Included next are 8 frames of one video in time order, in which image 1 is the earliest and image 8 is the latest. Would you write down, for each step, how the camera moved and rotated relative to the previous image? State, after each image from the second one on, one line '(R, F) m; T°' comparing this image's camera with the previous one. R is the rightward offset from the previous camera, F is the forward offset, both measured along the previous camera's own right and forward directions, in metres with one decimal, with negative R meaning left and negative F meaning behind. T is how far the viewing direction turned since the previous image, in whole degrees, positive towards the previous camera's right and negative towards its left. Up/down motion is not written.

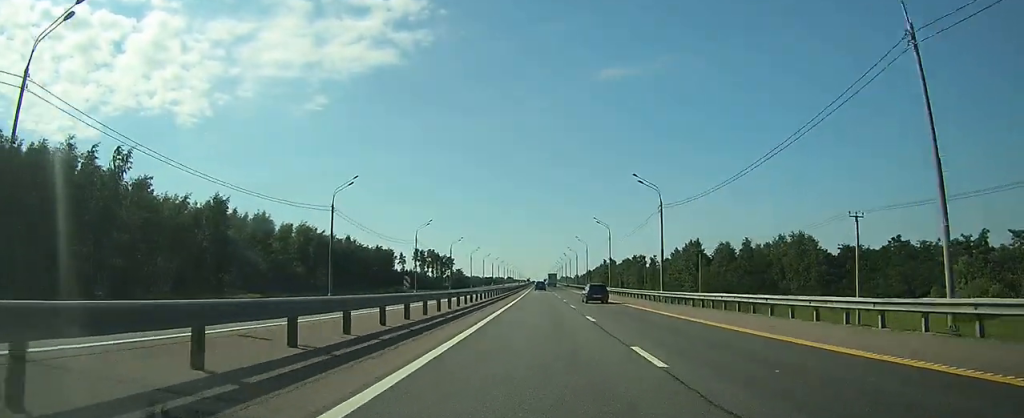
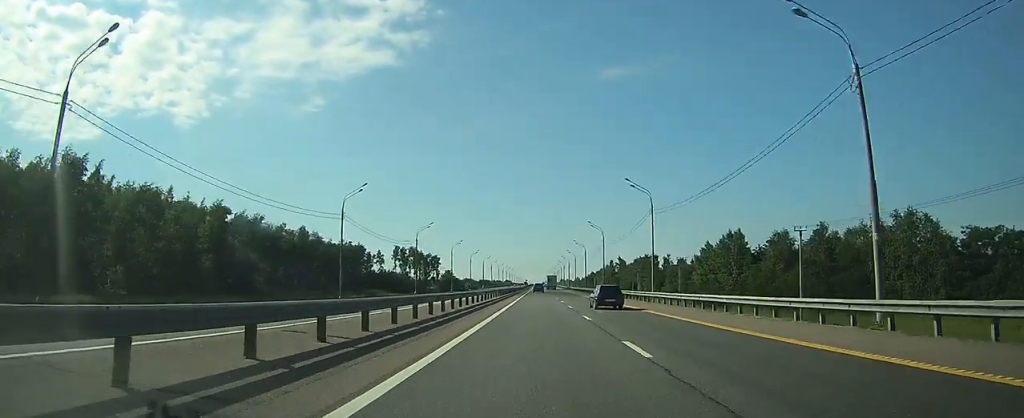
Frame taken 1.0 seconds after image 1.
(-0.1, +34.5) m; 0°
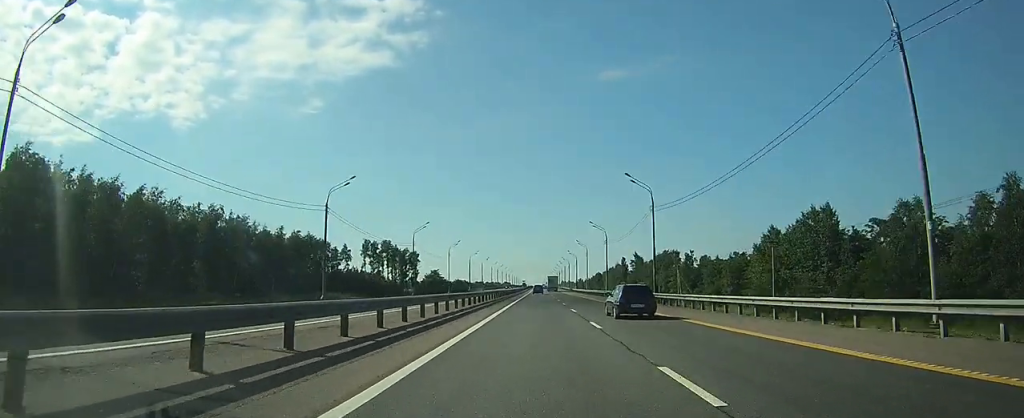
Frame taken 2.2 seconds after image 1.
(0.0, +40.4) m; 0°
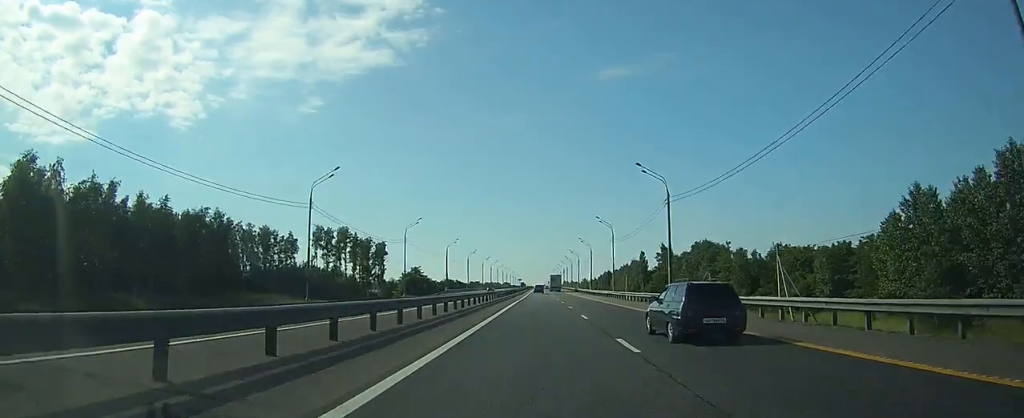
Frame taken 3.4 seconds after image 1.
(0.0, +42.8) m; 0°
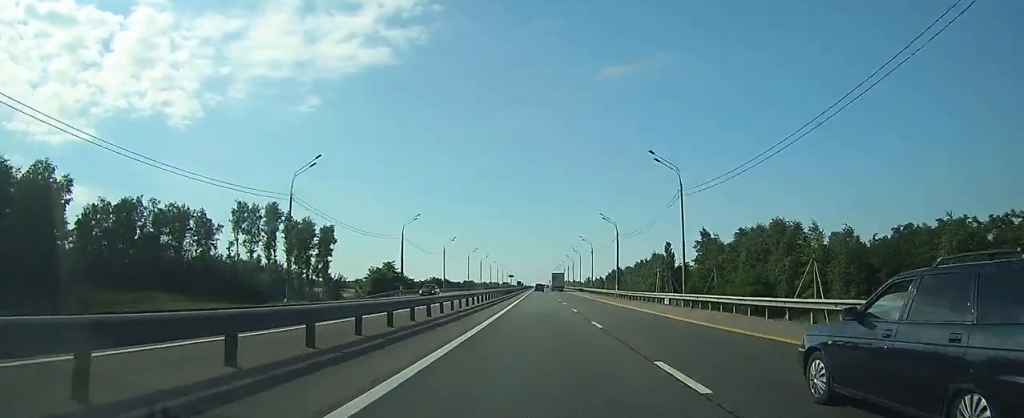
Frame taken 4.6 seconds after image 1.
(0.0, +40.6) m; 0°
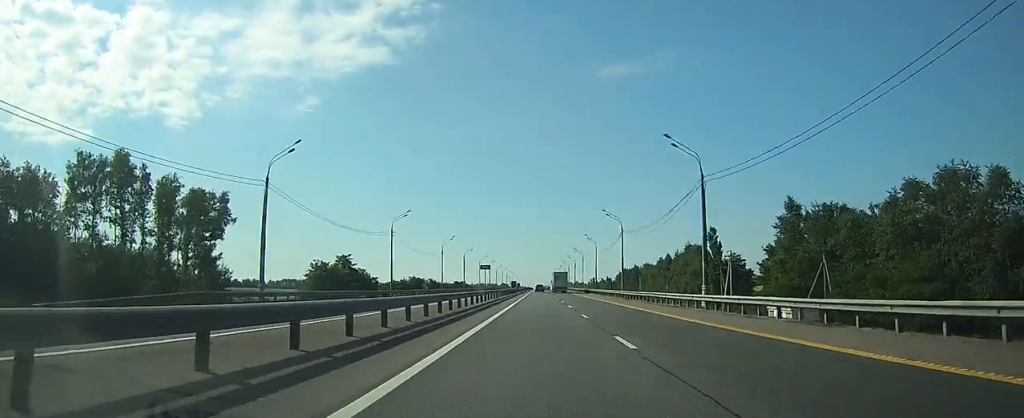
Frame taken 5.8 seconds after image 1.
(0.0, +43.0) m; 0°
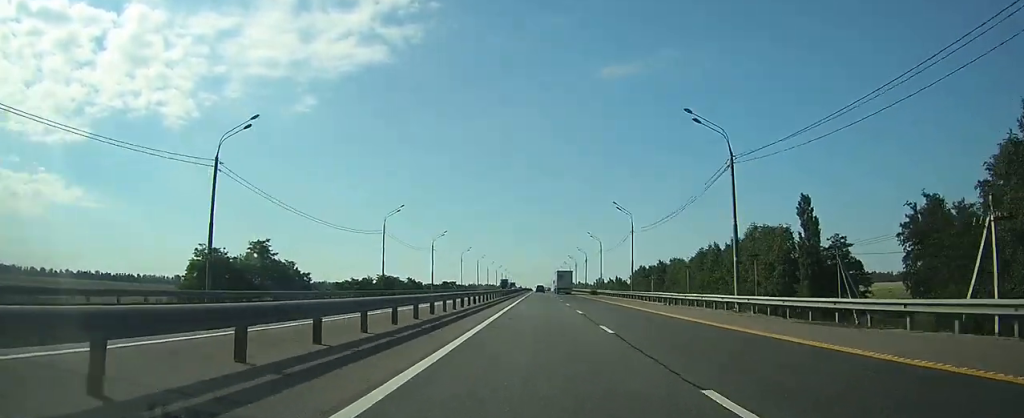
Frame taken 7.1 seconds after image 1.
(0.0, +44.1) m; 0°
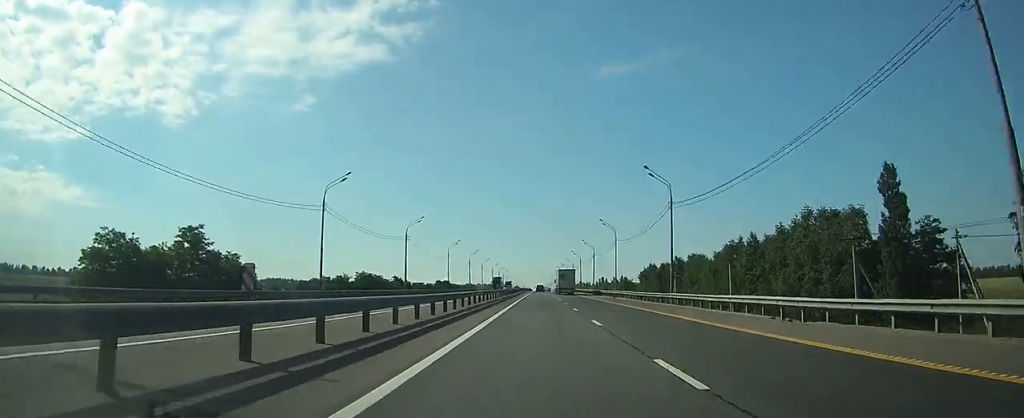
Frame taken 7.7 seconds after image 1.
(0.0, +20.9) m; 0°
